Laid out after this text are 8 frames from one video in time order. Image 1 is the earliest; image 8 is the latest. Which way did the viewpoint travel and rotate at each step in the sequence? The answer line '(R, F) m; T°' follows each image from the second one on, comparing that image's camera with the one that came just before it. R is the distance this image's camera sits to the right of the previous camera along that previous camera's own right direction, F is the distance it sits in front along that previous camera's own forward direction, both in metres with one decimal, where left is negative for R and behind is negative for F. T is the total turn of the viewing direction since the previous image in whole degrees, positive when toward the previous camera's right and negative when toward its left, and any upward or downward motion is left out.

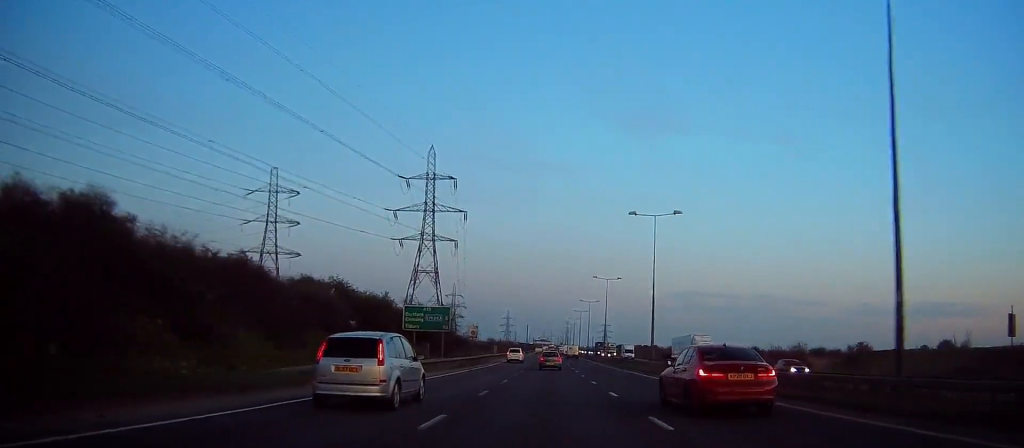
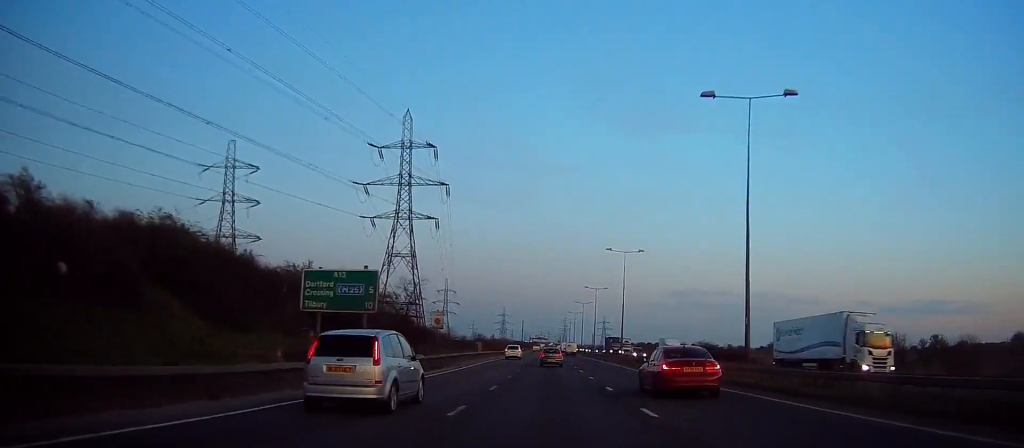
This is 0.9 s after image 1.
(0.0, +24.8) m; 0°
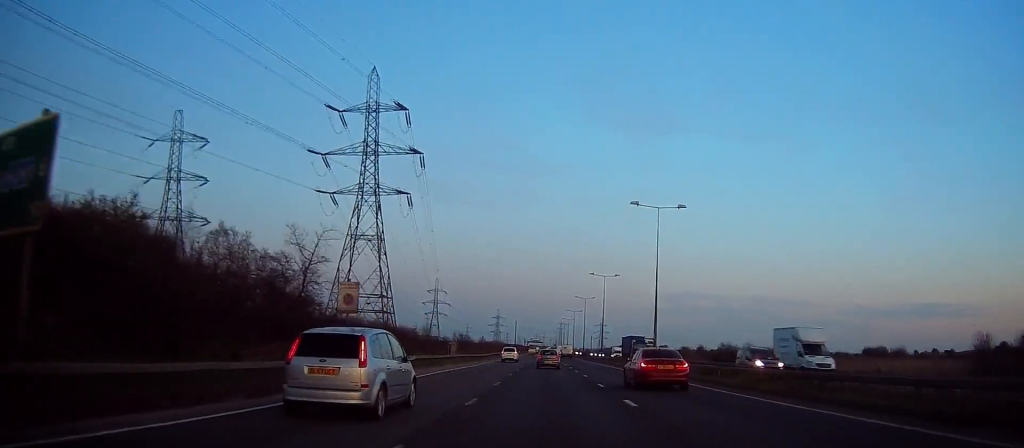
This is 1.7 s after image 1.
(-0.1, +24.1) m; 0°
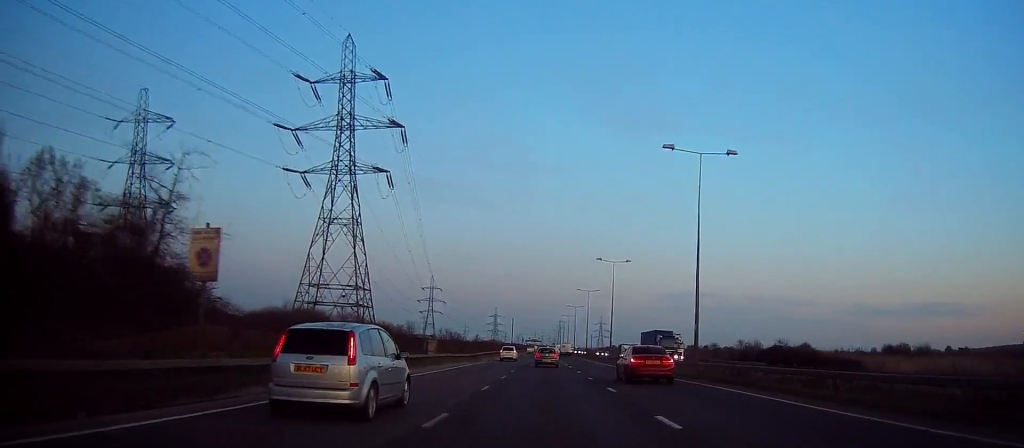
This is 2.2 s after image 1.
(-0.2, +13.7) m; 0°
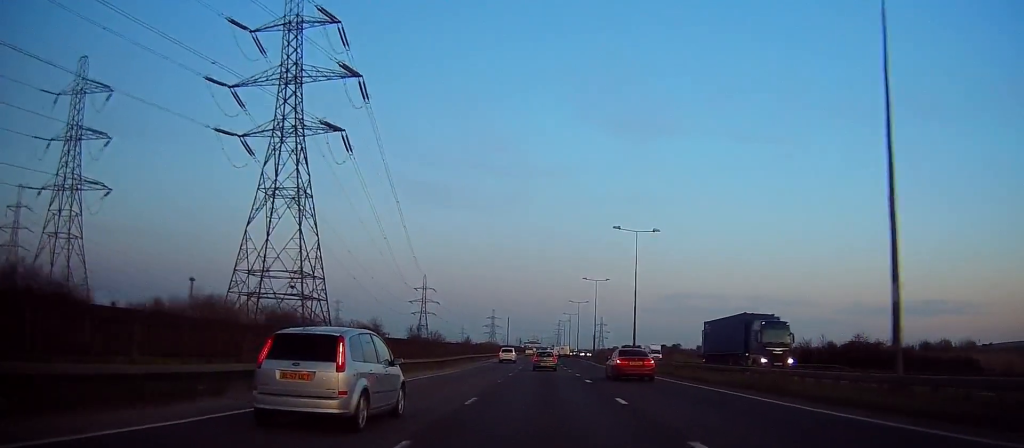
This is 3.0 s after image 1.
(+0.4, +21.2) m; +1°
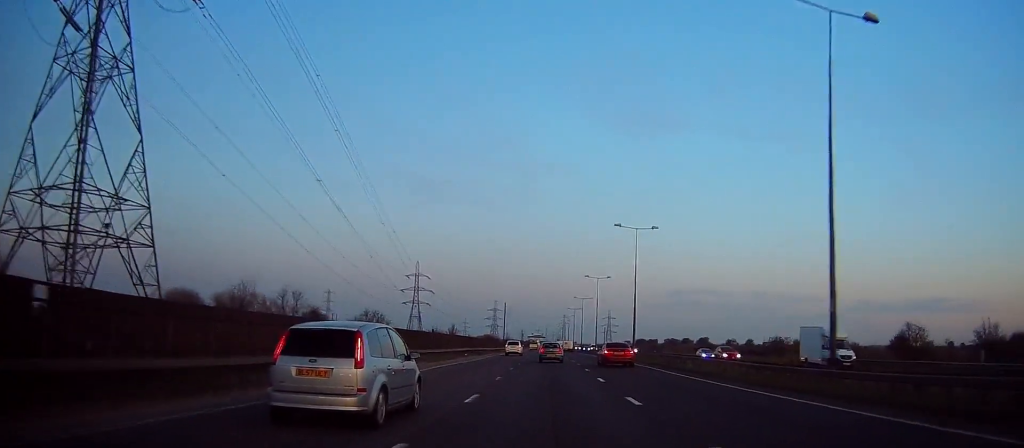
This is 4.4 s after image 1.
(+0.1, +39.8) m; 0°
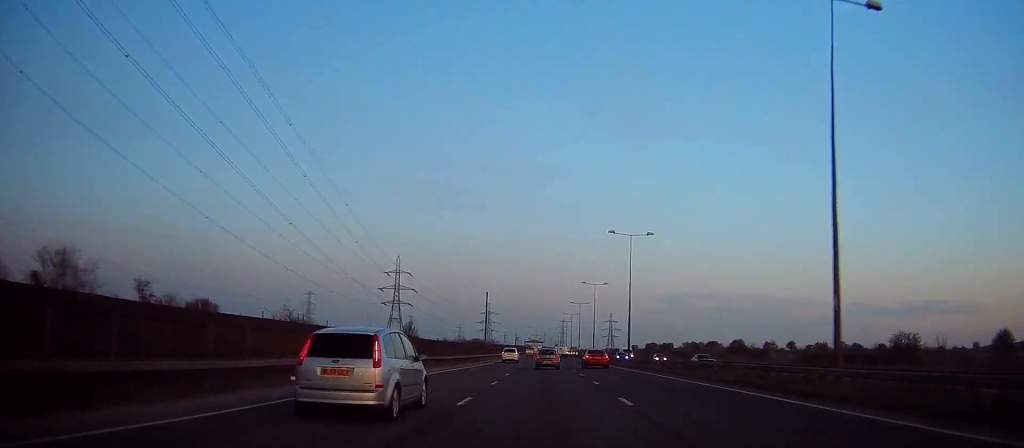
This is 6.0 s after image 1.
(-0.3, +44.0) m; -1°
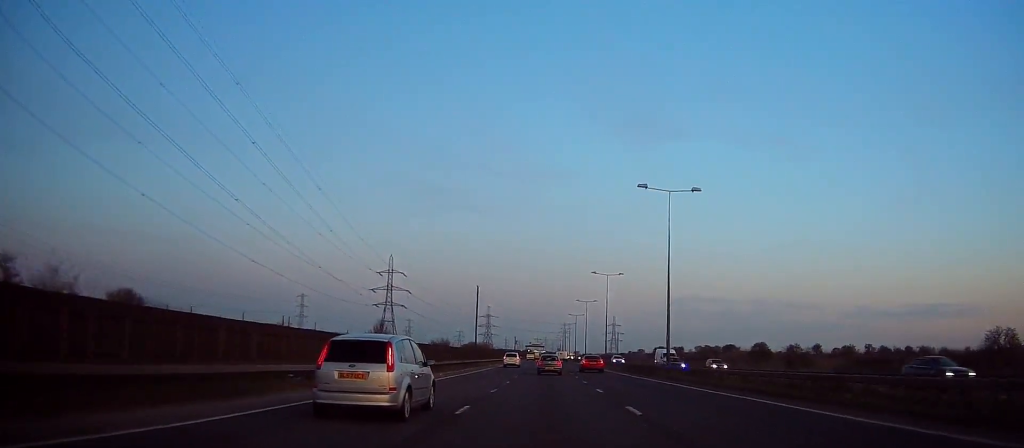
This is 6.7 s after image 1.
(-0.1, +18.6) m; 0°
